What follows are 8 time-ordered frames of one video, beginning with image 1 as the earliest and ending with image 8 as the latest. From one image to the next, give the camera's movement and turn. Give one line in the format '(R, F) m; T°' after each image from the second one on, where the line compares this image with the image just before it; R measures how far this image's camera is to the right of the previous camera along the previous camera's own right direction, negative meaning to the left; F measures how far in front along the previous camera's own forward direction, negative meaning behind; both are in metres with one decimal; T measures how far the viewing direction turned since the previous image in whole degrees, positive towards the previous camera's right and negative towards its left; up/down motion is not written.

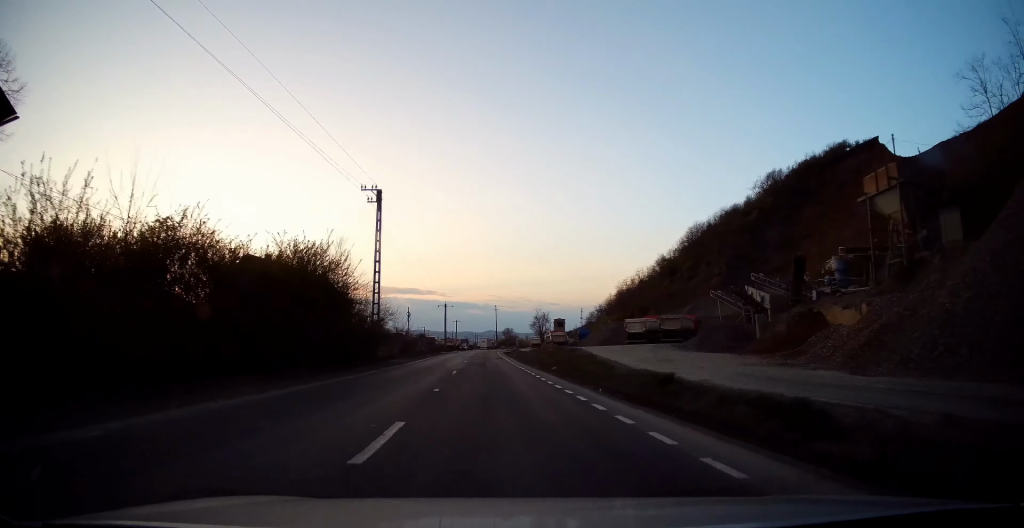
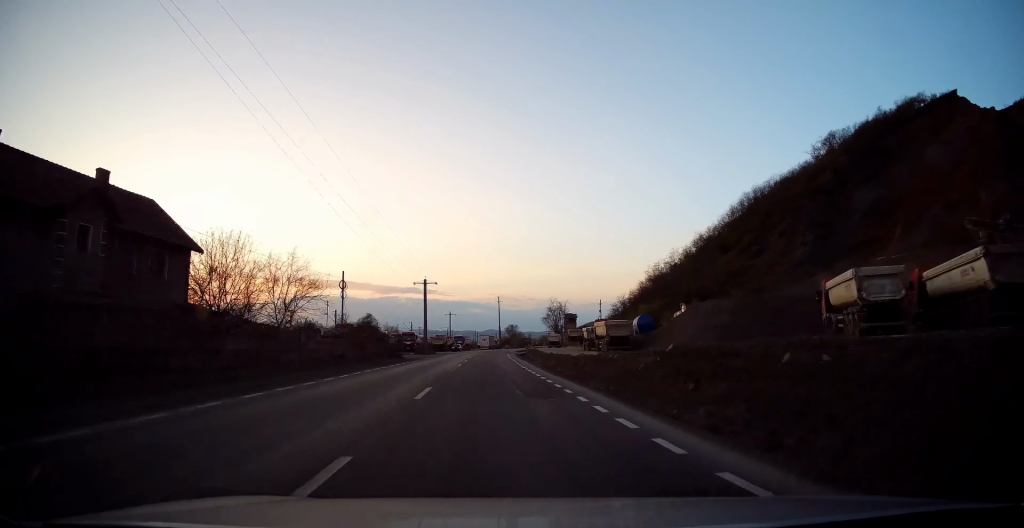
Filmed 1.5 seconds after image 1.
(-1.0, +38.6) m; -1°
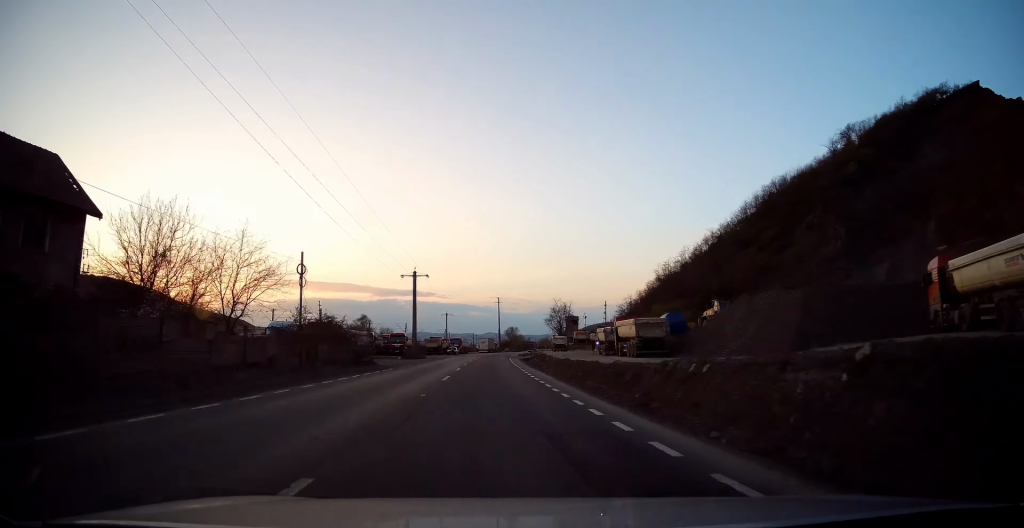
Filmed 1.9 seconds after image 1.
(0.0, +10.0) m; 0°
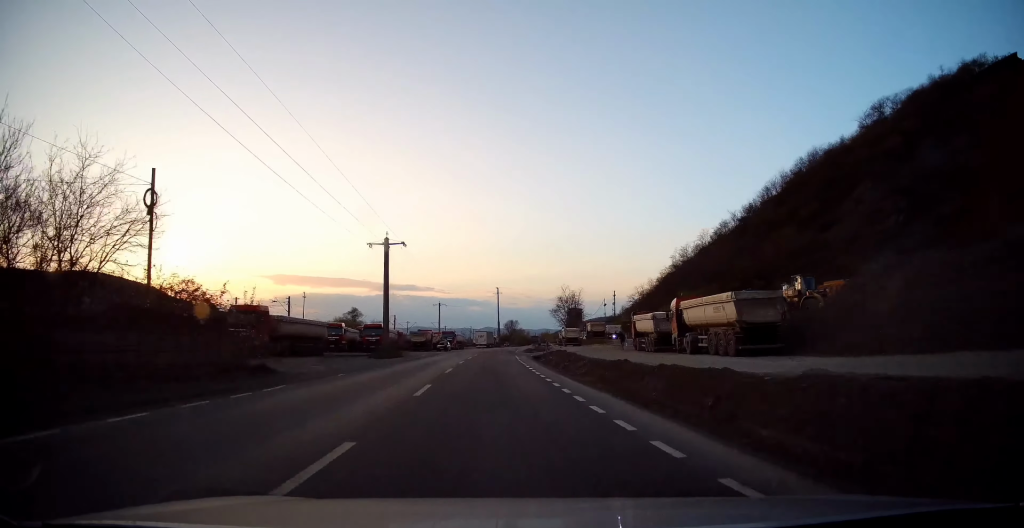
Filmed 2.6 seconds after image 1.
(+0.2, +16.3) m; 0°
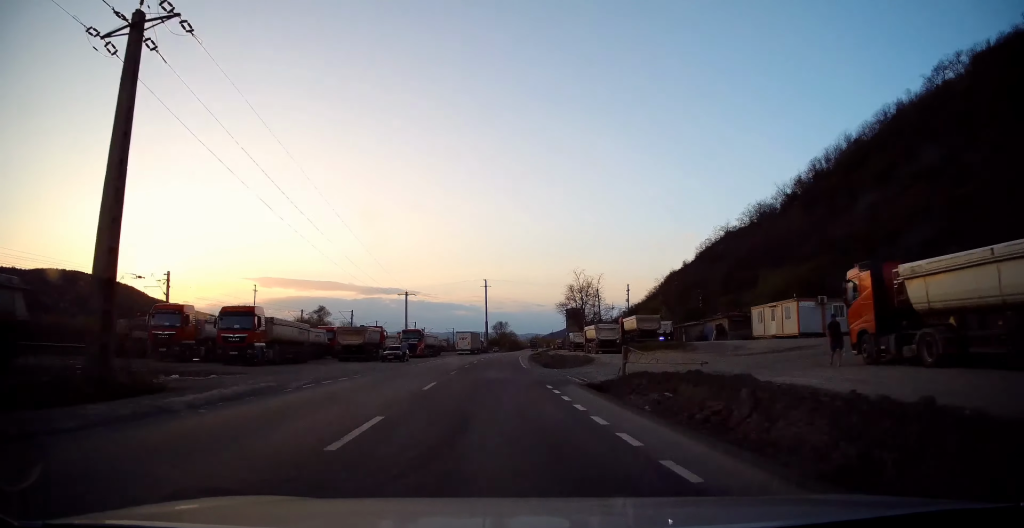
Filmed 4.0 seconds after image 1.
(-0.2, +33.5) m; 0°
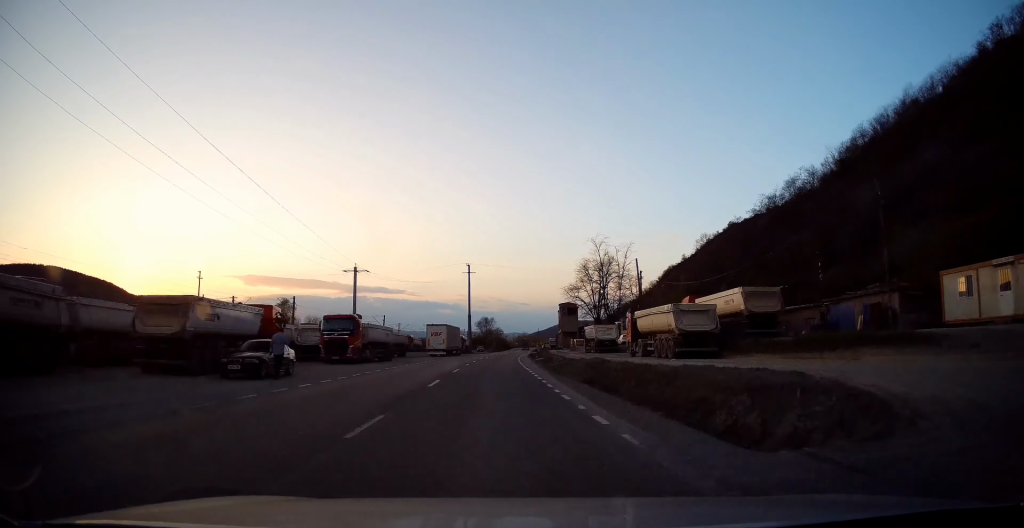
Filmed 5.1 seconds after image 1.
(+0.4, +26.0) m; +3°
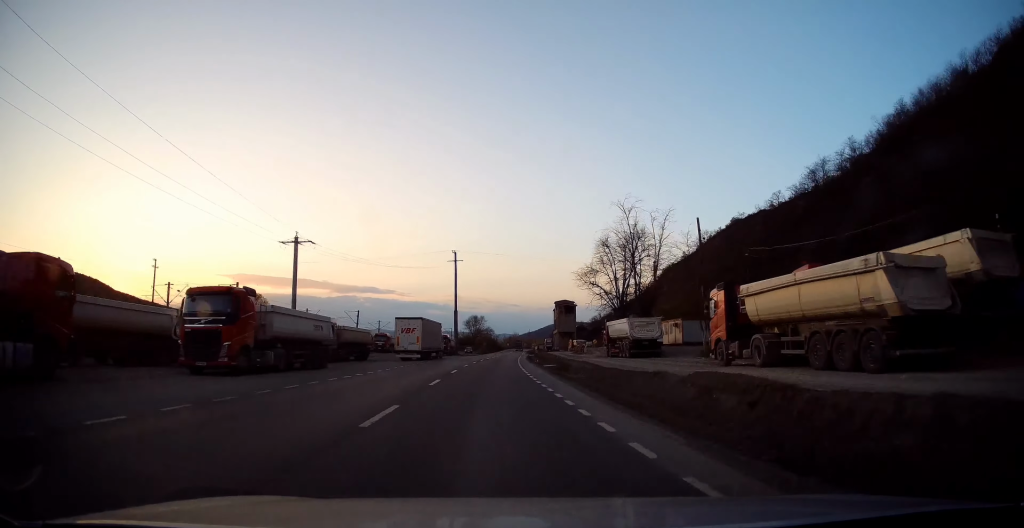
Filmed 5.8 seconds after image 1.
(+0.4, +16.8) m; +2°
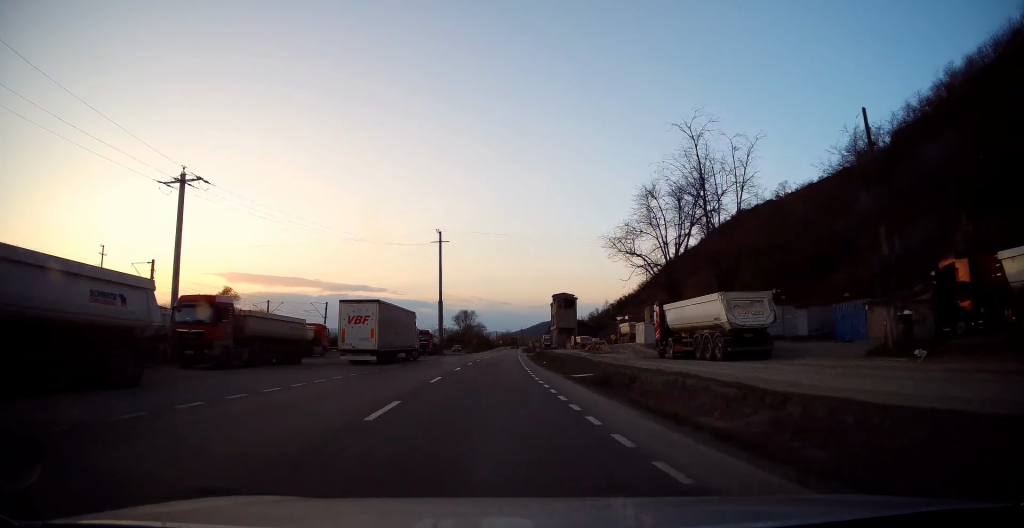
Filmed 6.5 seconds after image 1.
(+0.2, +17.0) m; +1°
